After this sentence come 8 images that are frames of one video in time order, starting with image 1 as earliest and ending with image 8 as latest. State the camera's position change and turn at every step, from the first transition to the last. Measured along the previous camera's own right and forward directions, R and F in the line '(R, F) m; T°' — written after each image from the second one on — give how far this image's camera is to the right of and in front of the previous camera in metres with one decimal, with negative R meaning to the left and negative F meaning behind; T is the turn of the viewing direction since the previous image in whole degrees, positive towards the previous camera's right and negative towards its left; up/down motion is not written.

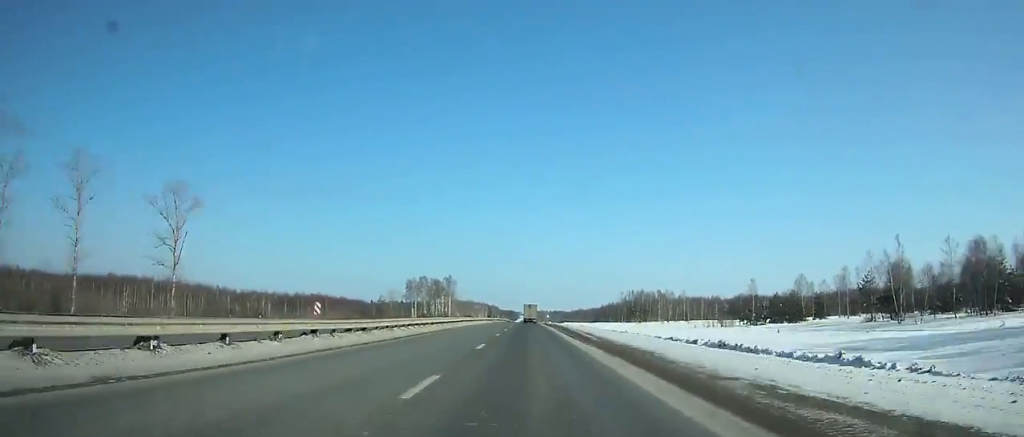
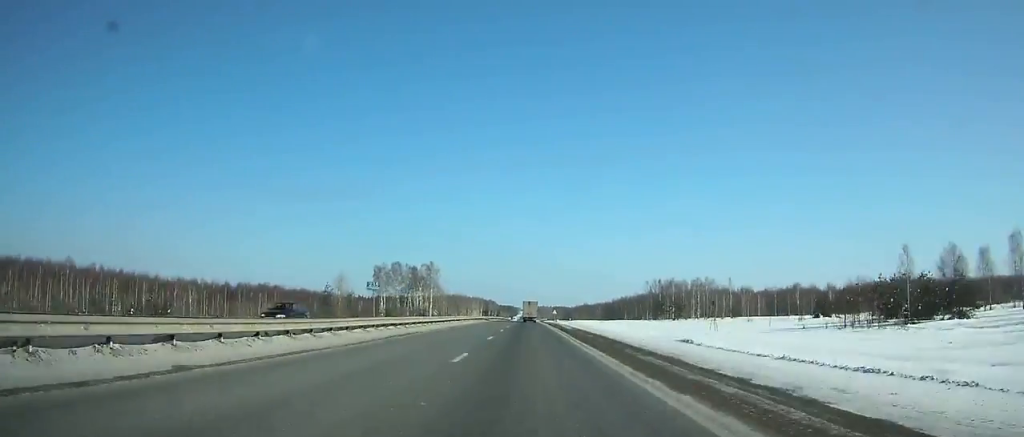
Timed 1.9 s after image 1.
(-0.2, +55.7) m; 0°
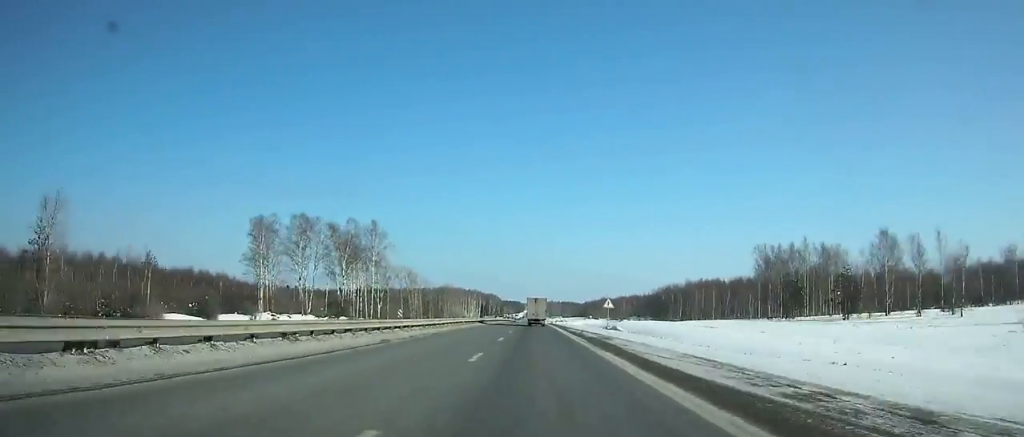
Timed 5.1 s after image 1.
(0.0, +95.6) m; -1°
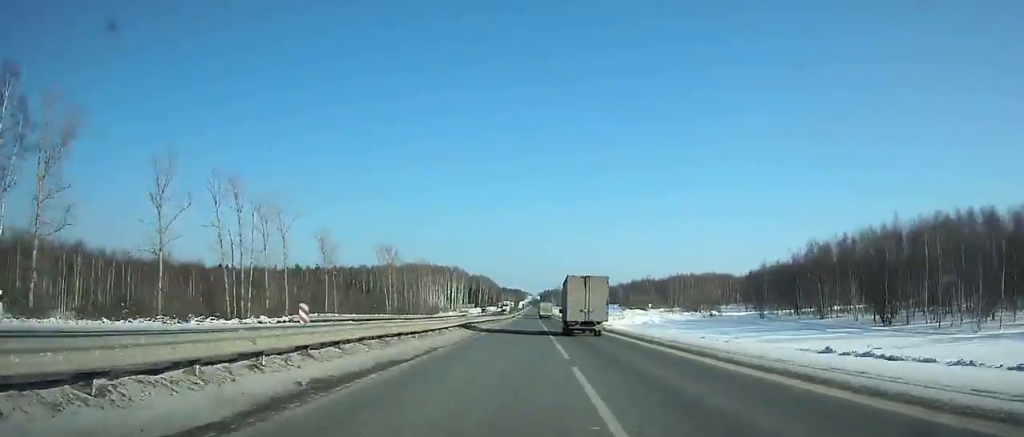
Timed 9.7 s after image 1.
(-1.0, +139.9) m; 0°
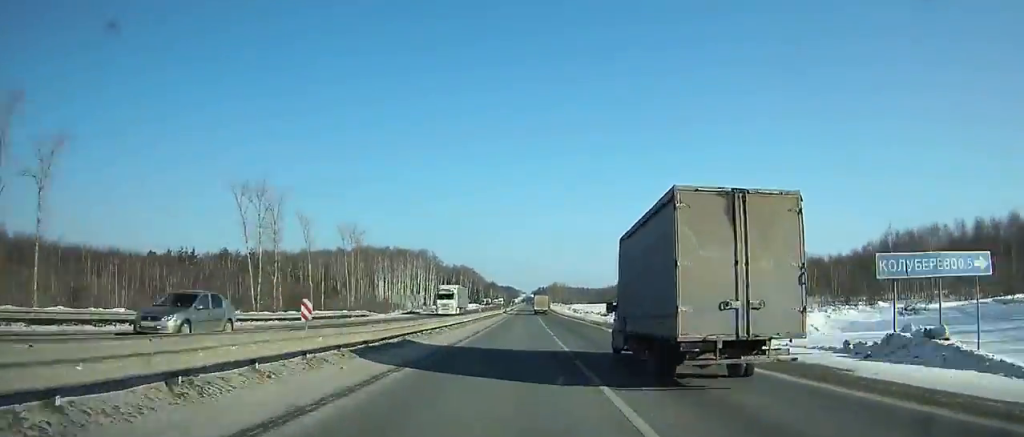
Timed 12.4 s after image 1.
(+0.4, +82.6) m; 0°
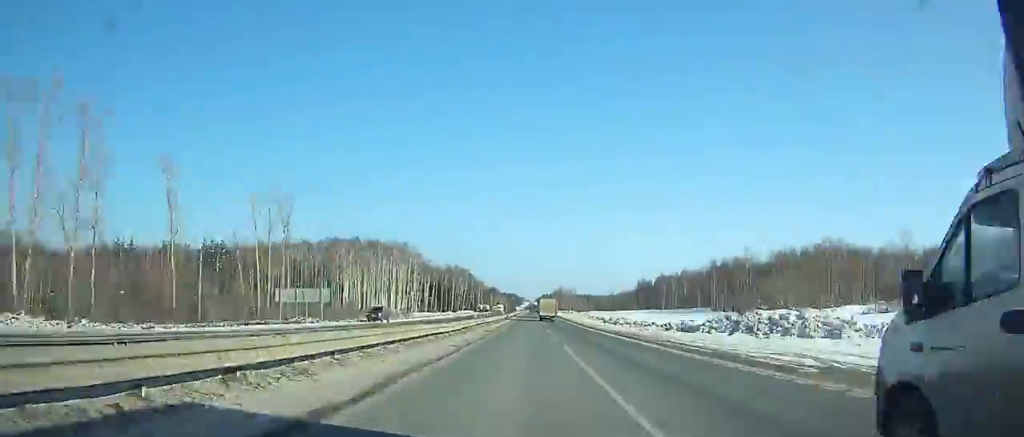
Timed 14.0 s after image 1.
(+0.1, +48.9) m; 0°
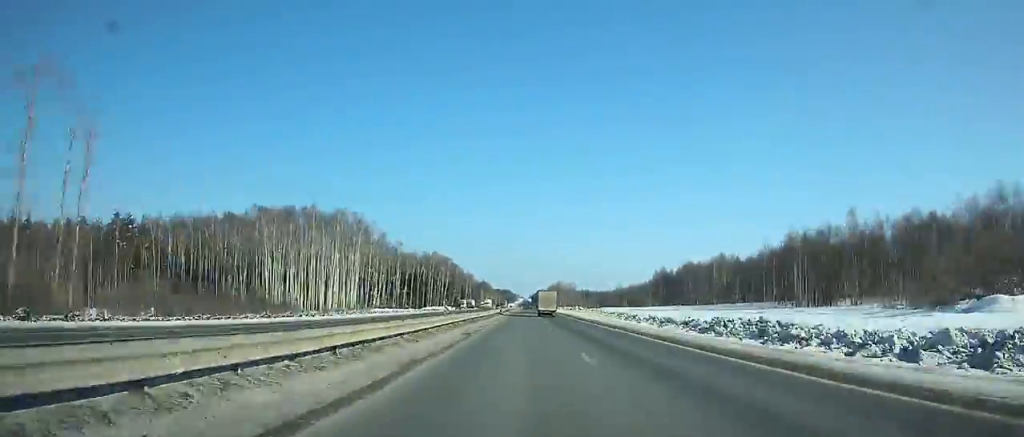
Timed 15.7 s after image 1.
(0.0, +51.6) m; 0°
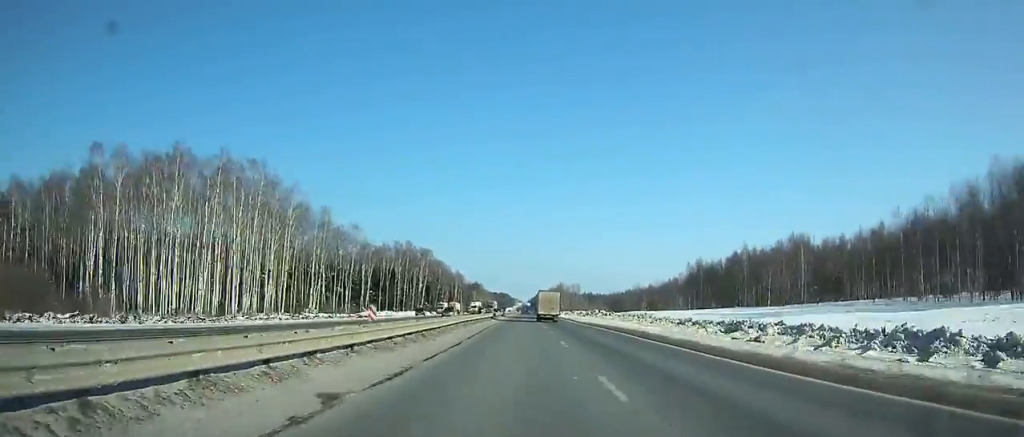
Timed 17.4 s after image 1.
(0.0, +51.4) m; 0°
